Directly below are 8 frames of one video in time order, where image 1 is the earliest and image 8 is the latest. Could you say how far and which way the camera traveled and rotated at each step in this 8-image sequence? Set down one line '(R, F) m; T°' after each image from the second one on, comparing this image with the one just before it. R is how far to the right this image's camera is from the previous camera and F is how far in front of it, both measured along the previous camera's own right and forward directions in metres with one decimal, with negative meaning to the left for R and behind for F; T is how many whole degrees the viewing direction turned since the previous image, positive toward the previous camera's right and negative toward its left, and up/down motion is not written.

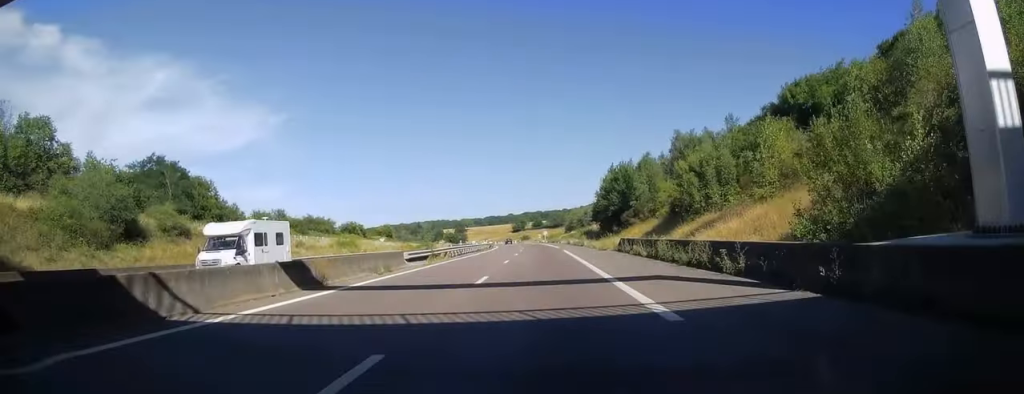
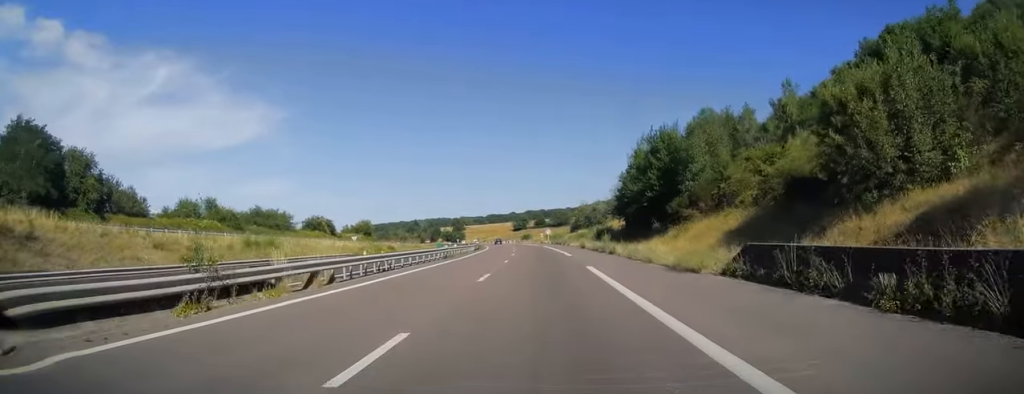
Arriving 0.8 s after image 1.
(-0.1, +24.4) m; -1°
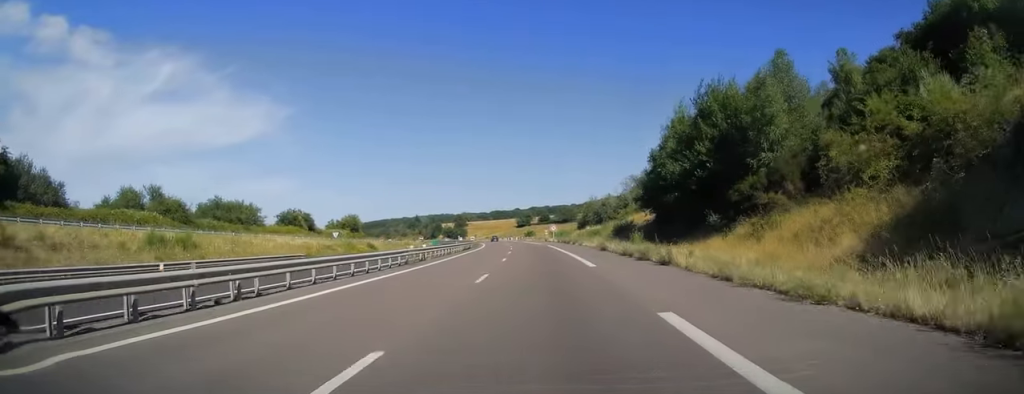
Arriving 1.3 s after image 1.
(0.0, +14.4) m; -1°
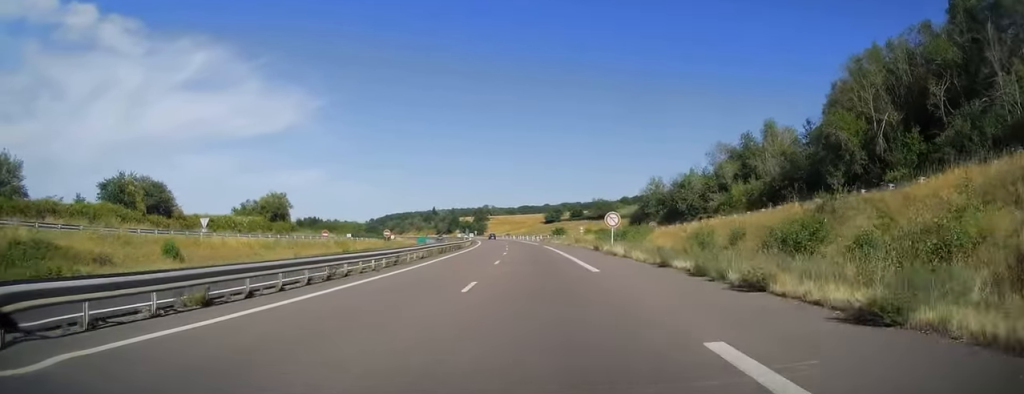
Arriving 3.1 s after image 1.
(-1.1, +54.4) m; -2°
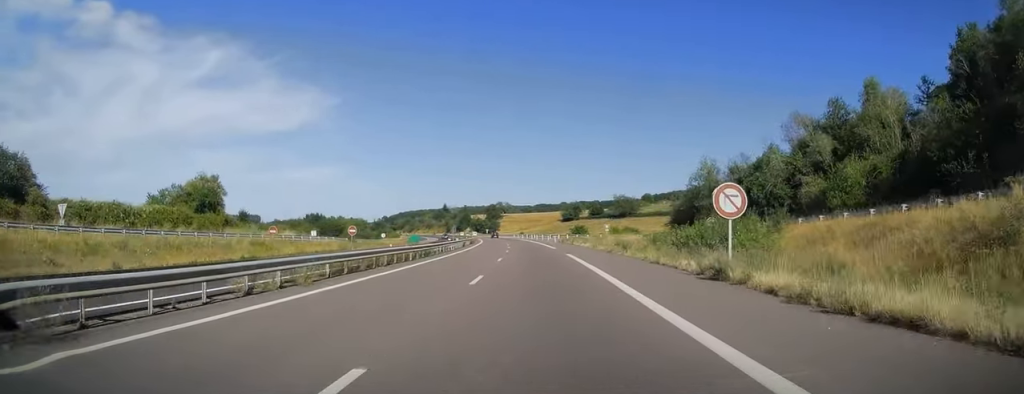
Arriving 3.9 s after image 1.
(-0.3, +24.2) m; -2°
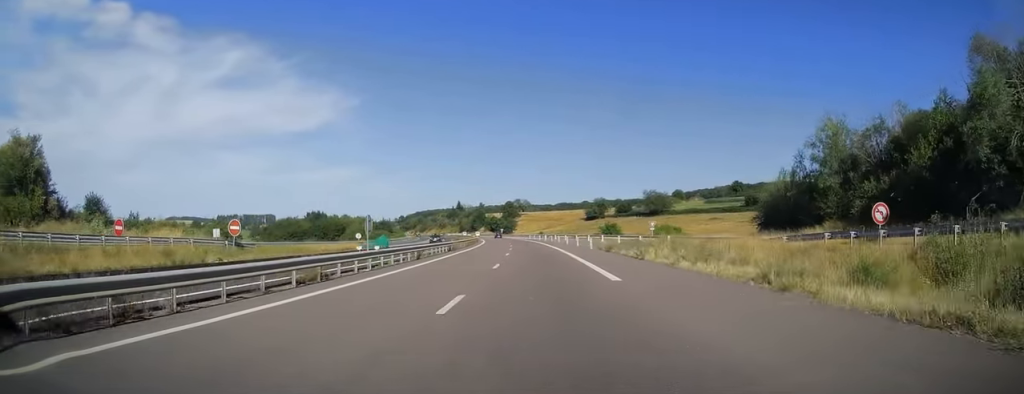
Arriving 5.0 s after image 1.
(-0.8, +31.7) m; -2°
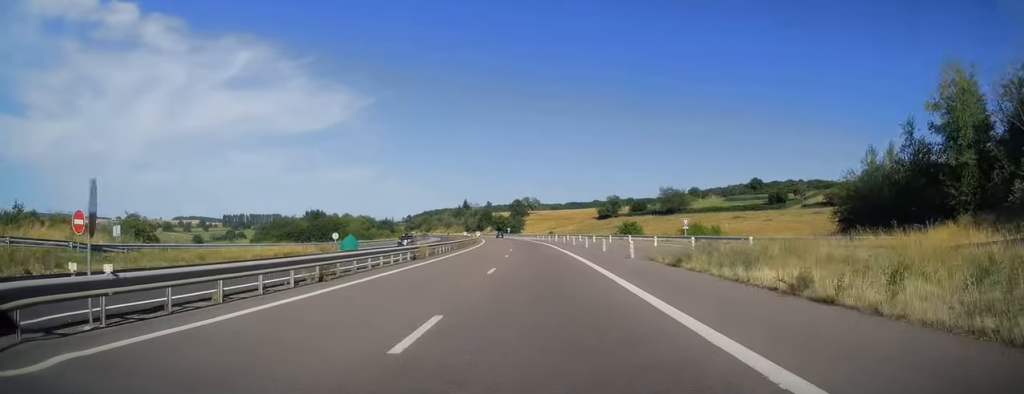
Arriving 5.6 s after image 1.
(-0.1, +16.3) m; -1°
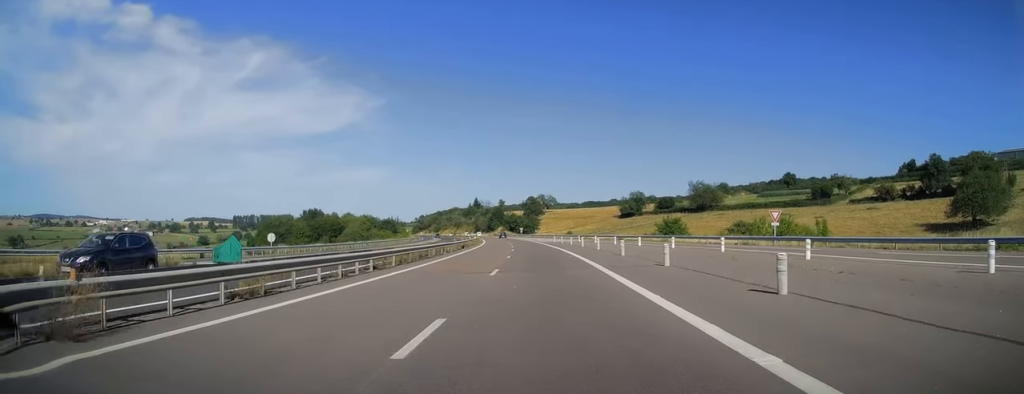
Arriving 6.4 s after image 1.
(-0.3, +26.3) m; -2°
